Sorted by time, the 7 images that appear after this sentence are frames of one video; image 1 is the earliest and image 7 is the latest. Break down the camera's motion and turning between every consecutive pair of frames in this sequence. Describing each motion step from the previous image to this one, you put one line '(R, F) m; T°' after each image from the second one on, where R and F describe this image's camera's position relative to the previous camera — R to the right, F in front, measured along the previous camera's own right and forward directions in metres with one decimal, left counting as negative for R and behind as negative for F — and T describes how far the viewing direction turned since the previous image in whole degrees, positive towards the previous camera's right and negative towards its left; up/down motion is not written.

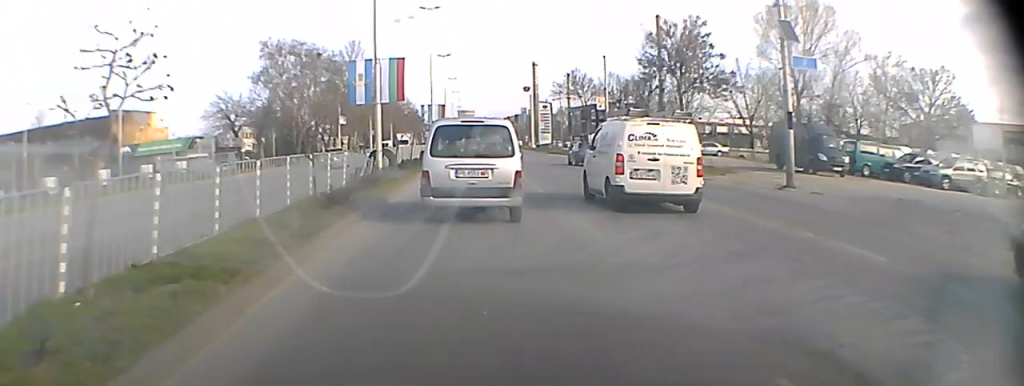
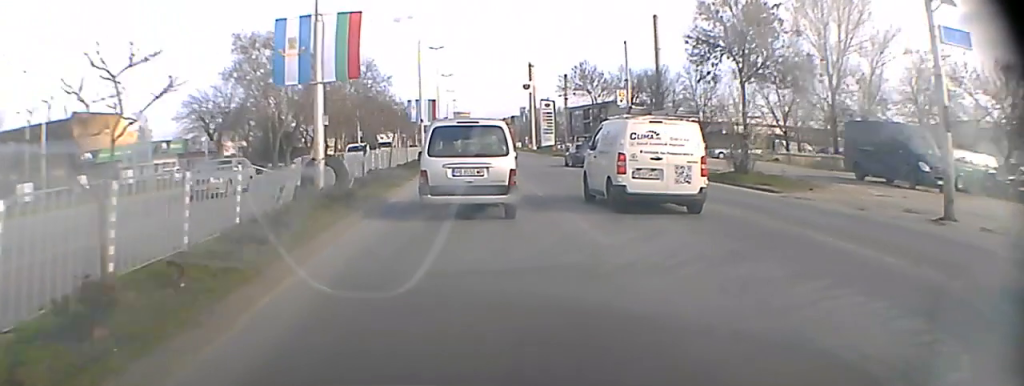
(0.0, +9.7) m; 0°
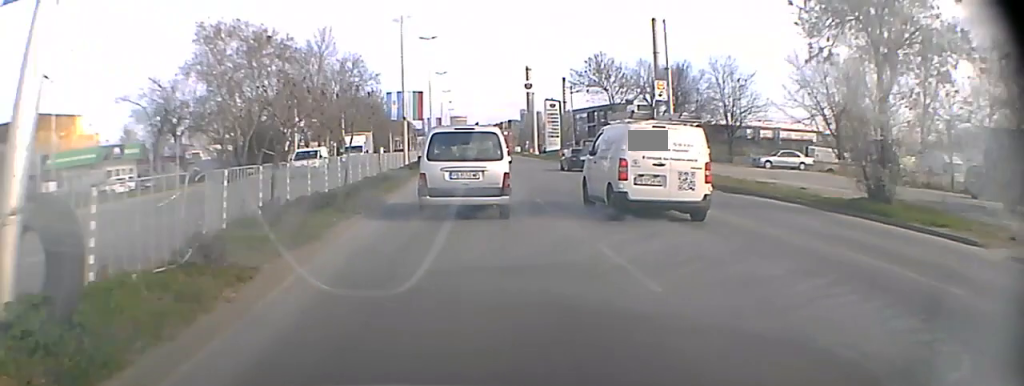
(0.0, +11.0) m; 0°
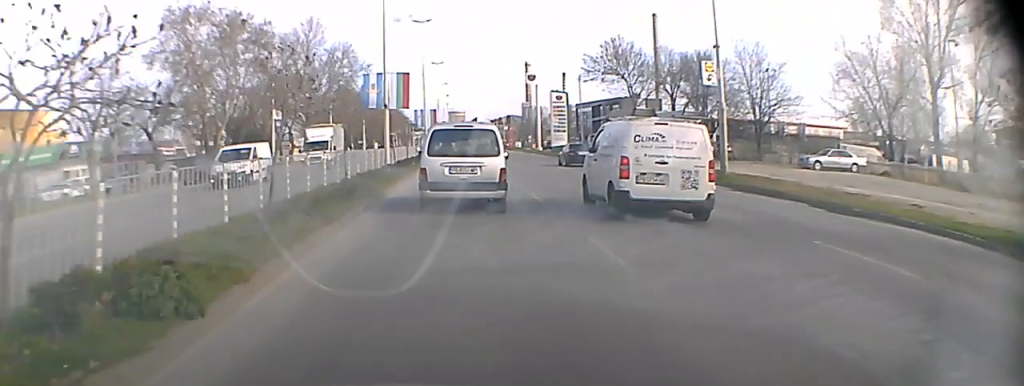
(0.0, +8.3) m; 0°
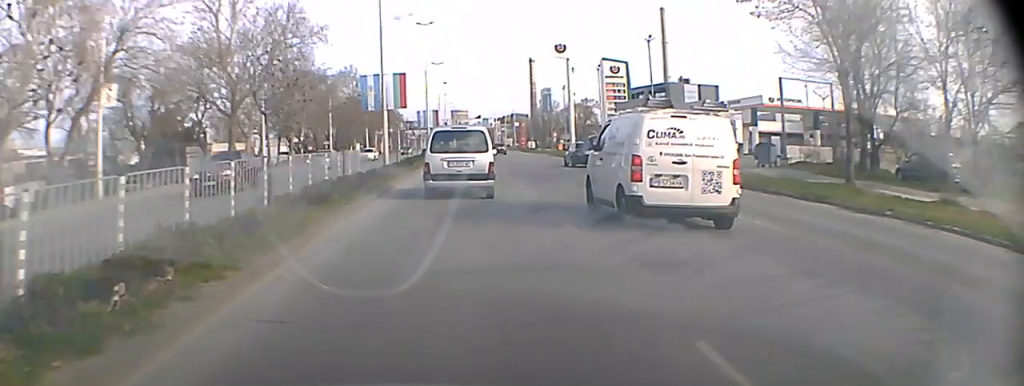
(+0.1, +33.2) m; 0°
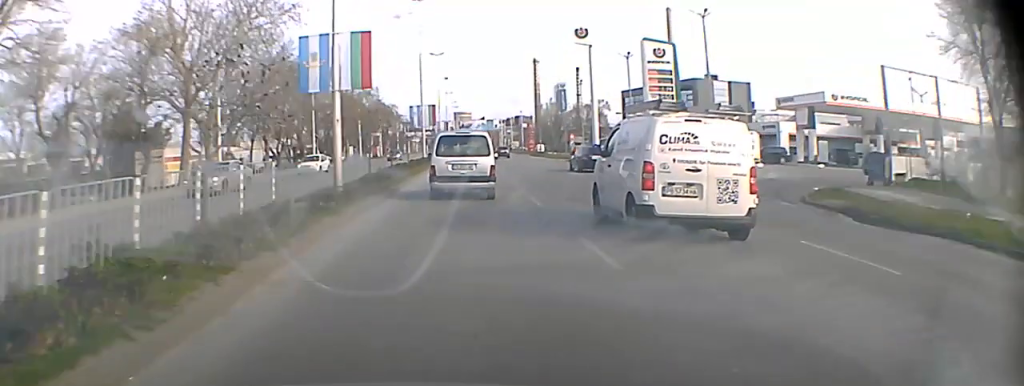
(0.0, +12.5) m; 0°
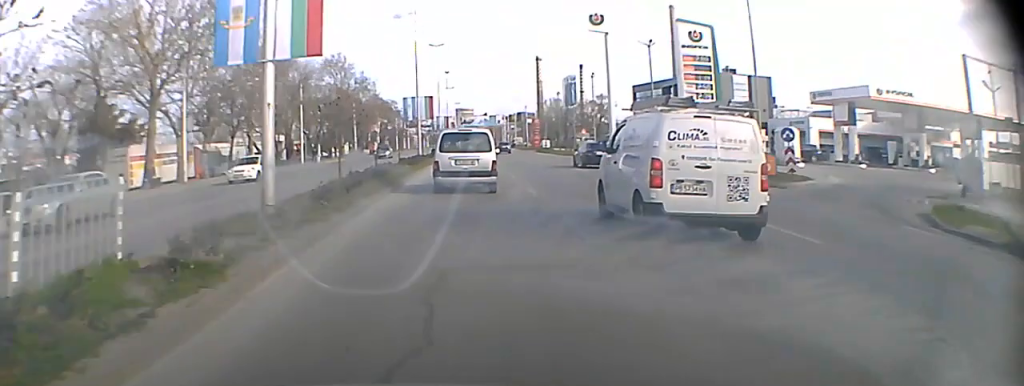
(0.0, +6.9) m; 0°
